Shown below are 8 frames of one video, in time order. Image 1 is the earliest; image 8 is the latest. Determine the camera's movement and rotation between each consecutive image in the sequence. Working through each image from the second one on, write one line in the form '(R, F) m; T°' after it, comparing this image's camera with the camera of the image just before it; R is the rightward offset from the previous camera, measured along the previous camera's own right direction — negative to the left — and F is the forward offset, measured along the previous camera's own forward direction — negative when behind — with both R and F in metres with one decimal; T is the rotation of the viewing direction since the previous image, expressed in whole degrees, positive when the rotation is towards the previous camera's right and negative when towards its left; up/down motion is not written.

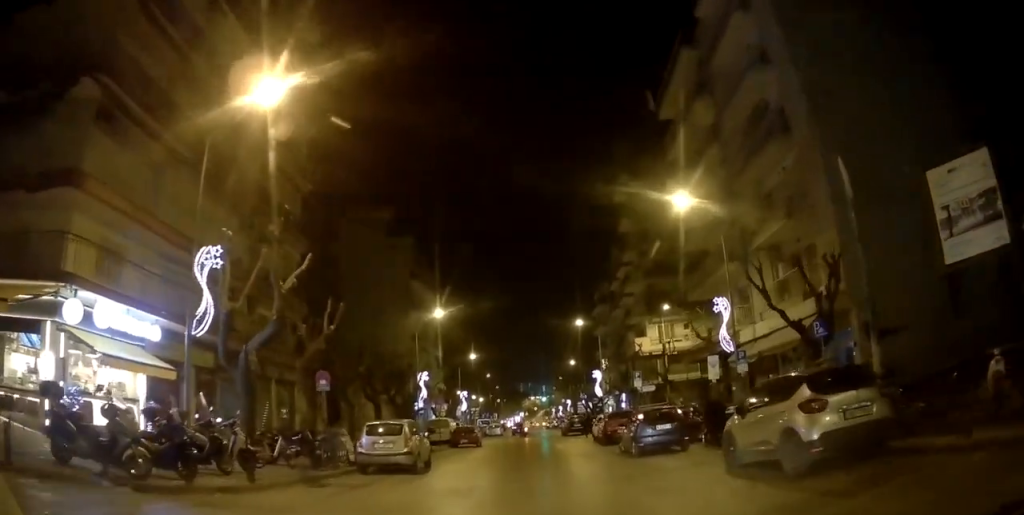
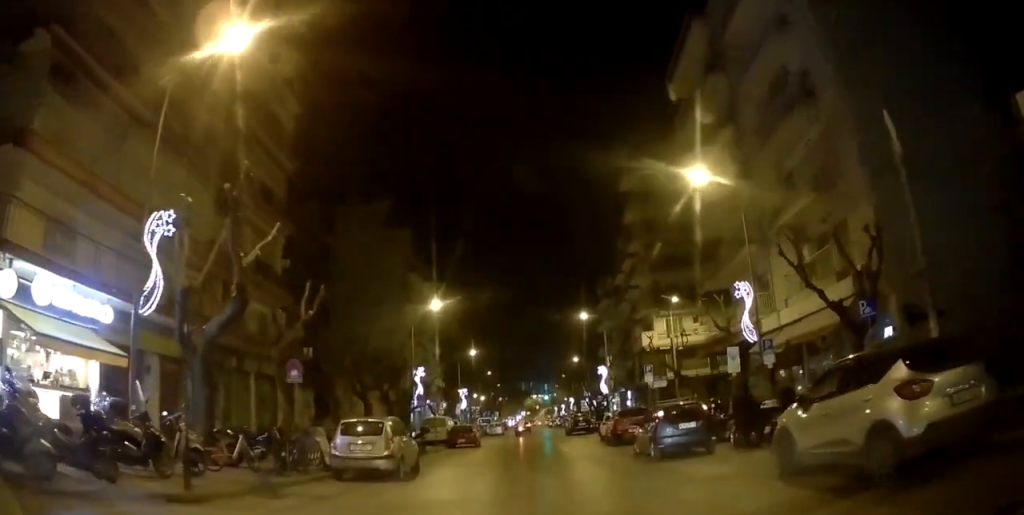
(-0.1, +2.1) m; 0°
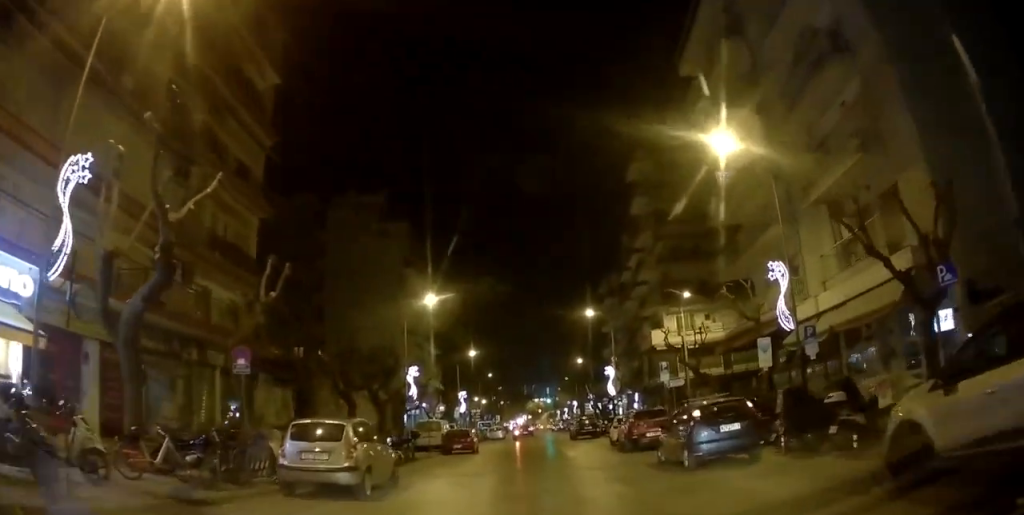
(-0.5, +3.0) m; +4°
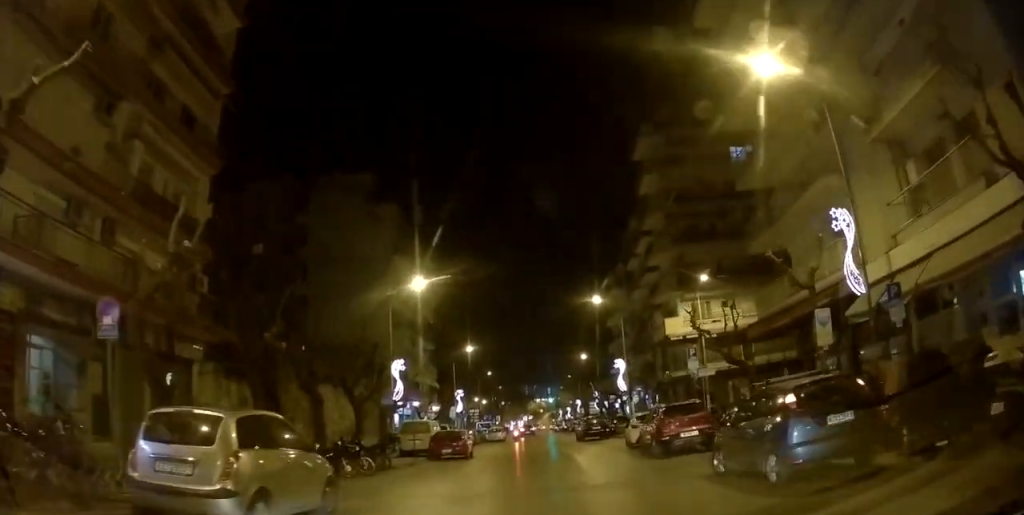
(+0.3, +4.2) m; +6°
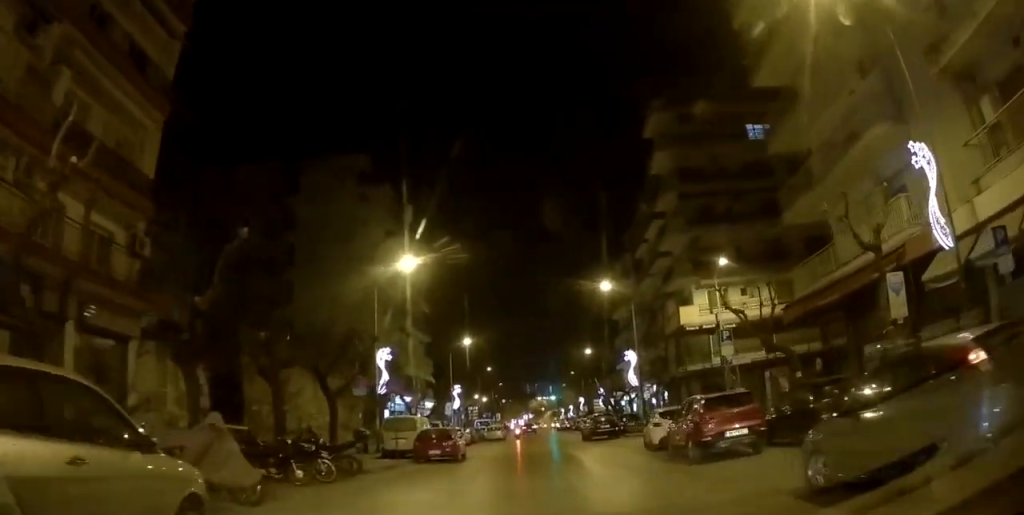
(+0.5, +3.5) m; +6°
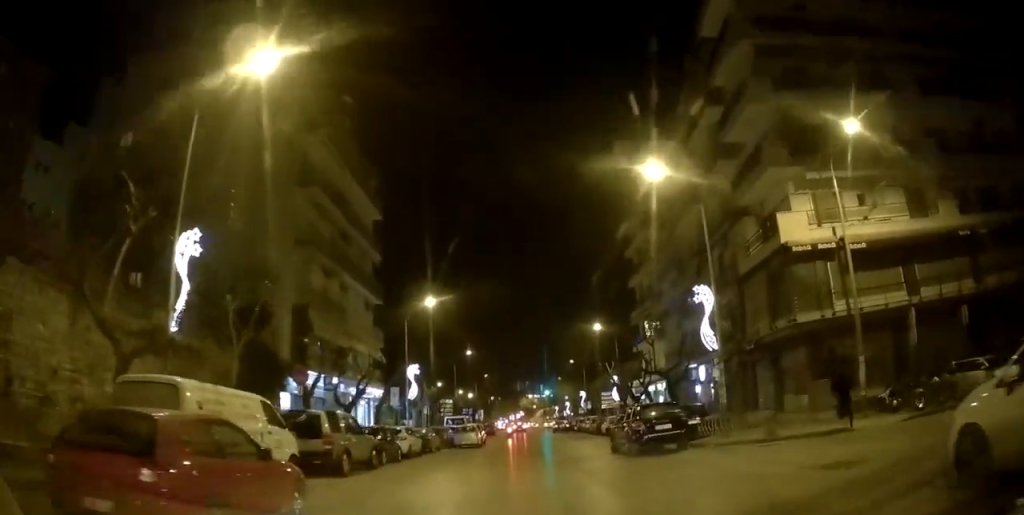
(-0.2, +16.1) m; -3°
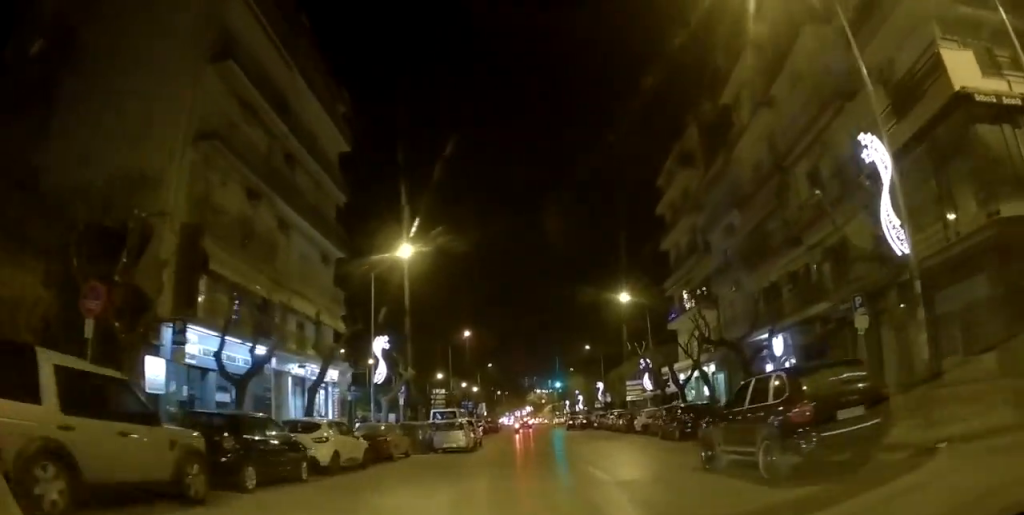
(-0.1, +10.4) m; -1°
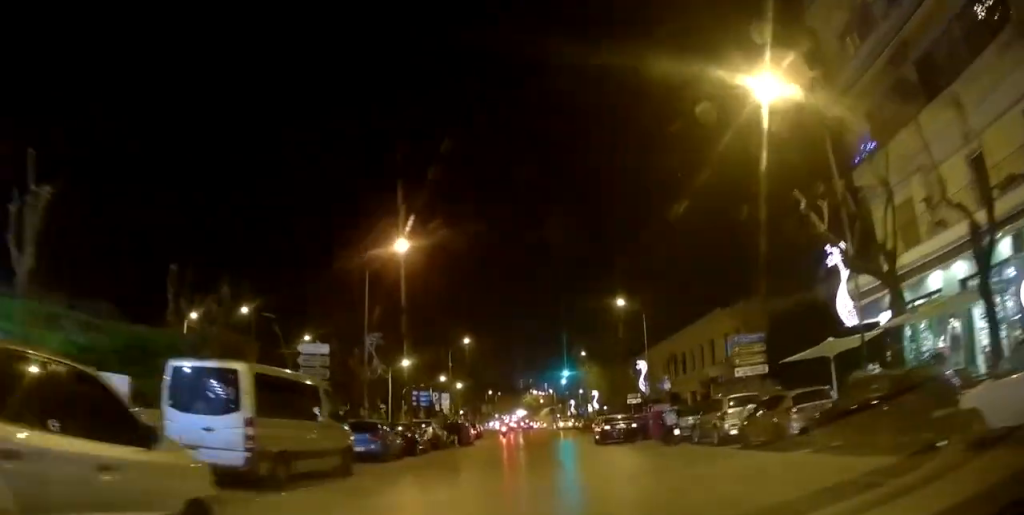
(+0.5, +29.4) m; +8°
